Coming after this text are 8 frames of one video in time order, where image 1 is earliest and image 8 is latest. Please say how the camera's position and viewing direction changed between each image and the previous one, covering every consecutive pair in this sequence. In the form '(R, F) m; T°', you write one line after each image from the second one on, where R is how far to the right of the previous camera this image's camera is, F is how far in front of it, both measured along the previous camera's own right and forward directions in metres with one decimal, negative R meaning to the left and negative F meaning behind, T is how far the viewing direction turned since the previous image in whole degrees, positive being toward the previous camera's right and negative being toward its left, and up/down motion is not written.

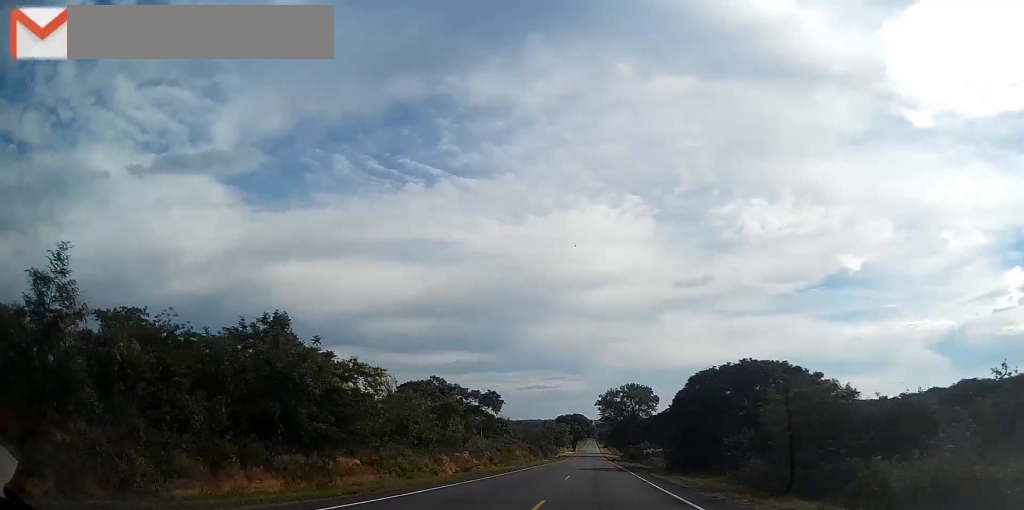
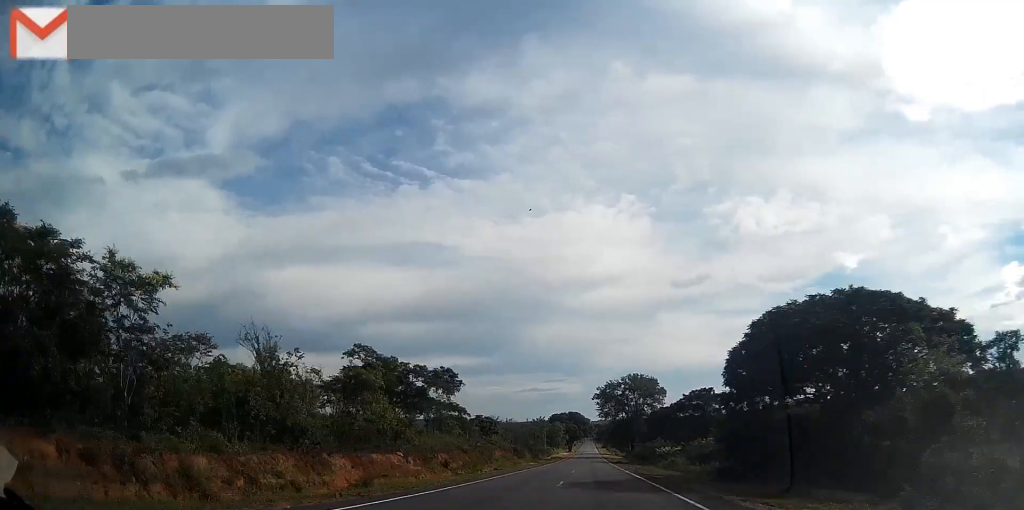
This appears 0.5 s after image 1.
(-0.2, +19.9) m; 0°
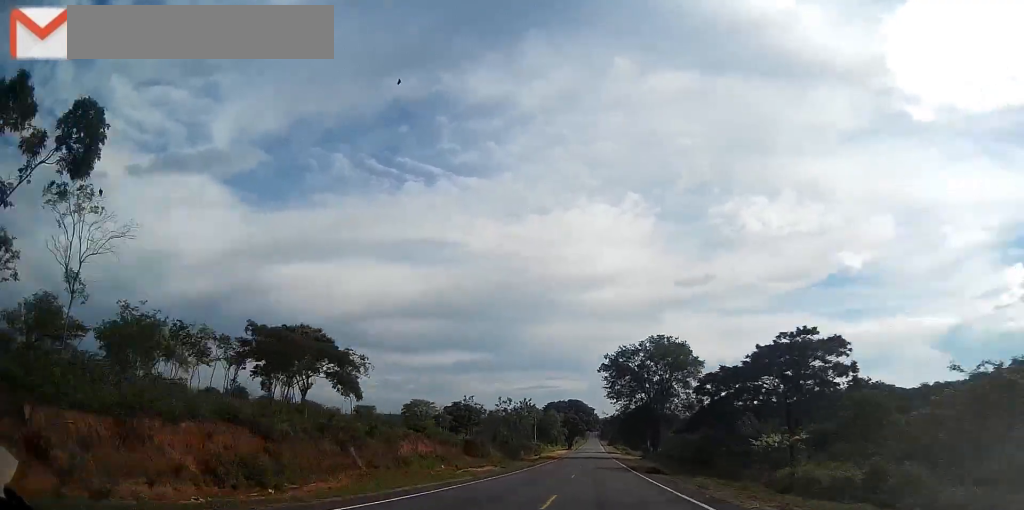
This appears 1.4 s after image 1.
(0.0, +39.8) m; 0°
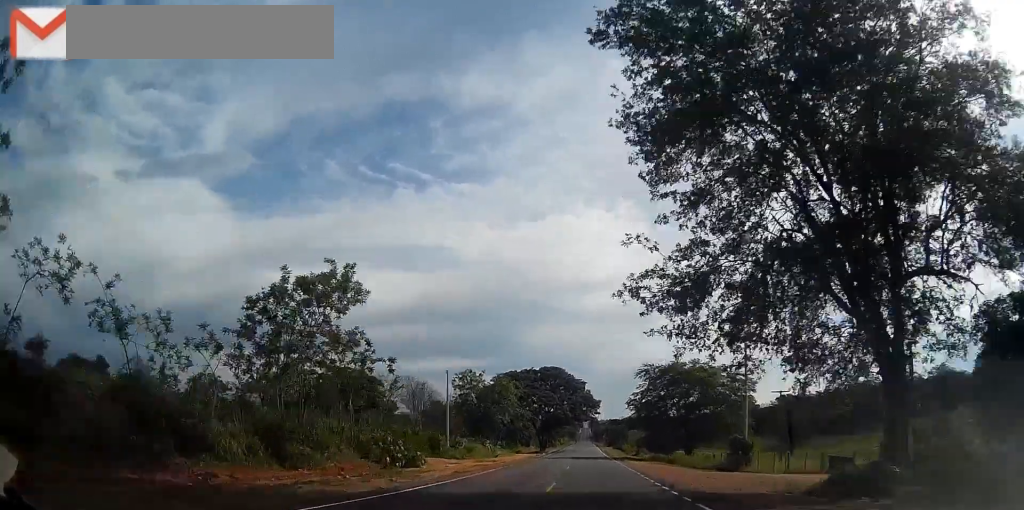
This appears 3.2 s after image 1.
(+0.3, +74.8) m; 0°
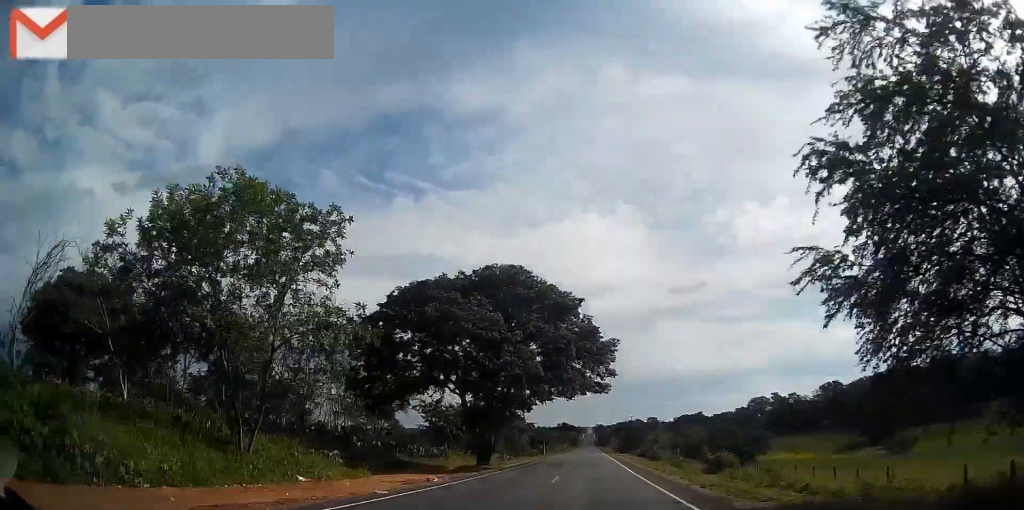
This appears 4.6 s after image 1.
(+0.2, +57.9) m; 0°
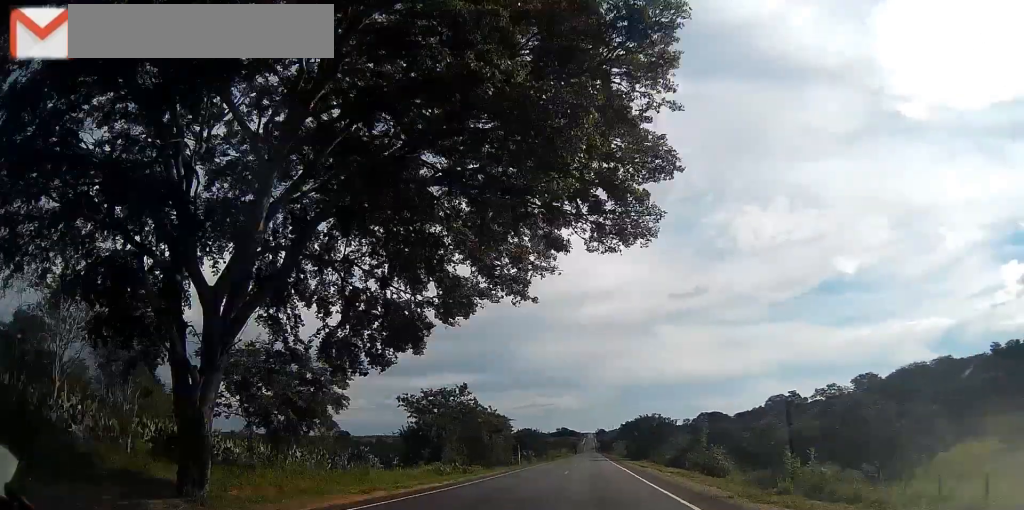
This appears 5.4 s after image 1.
(-0.1, +33.0) m; 0°
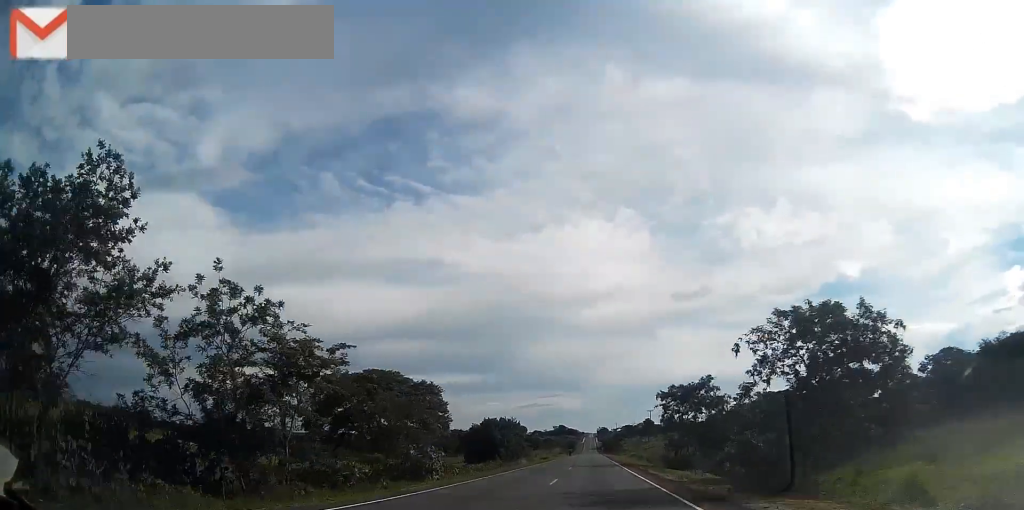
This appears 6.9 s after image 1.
(-0.1, +59.3) m; 0°
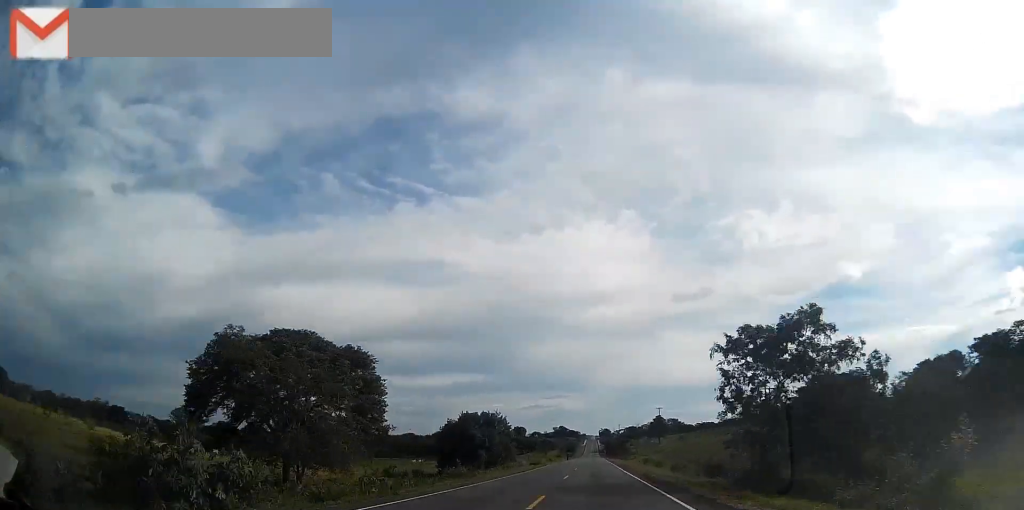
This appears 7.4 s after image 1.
(-0.1, +23.0) m; 0°
